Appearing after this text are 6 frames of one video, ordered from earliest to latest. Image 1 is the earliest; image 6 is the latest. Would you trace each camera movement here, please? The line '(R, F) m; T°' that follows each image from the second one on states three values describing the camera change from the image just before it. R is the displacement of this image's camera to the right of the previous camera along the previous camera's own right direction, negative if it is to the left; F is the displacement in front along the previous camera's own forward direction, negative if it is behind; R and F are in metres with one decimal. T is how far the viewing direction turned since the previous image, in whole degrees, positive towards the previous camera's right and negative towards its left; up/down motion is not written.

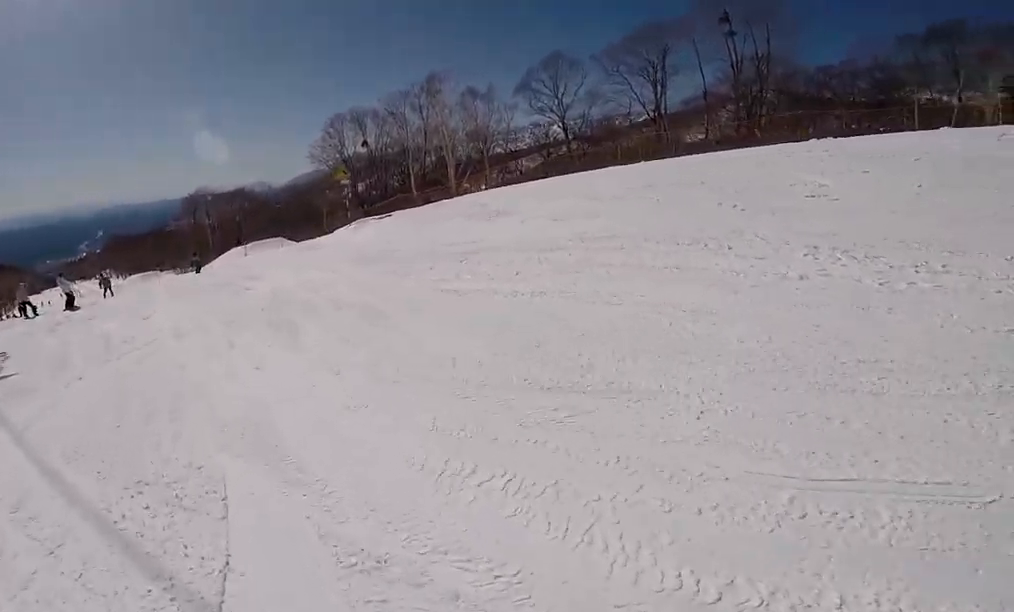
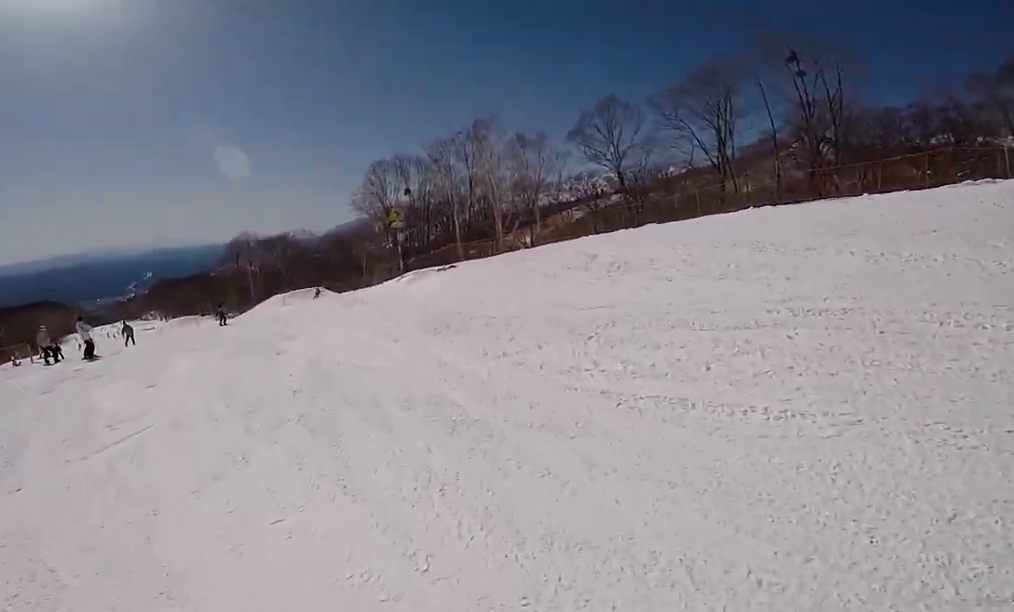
(-0.3, +2.8) m; 0°
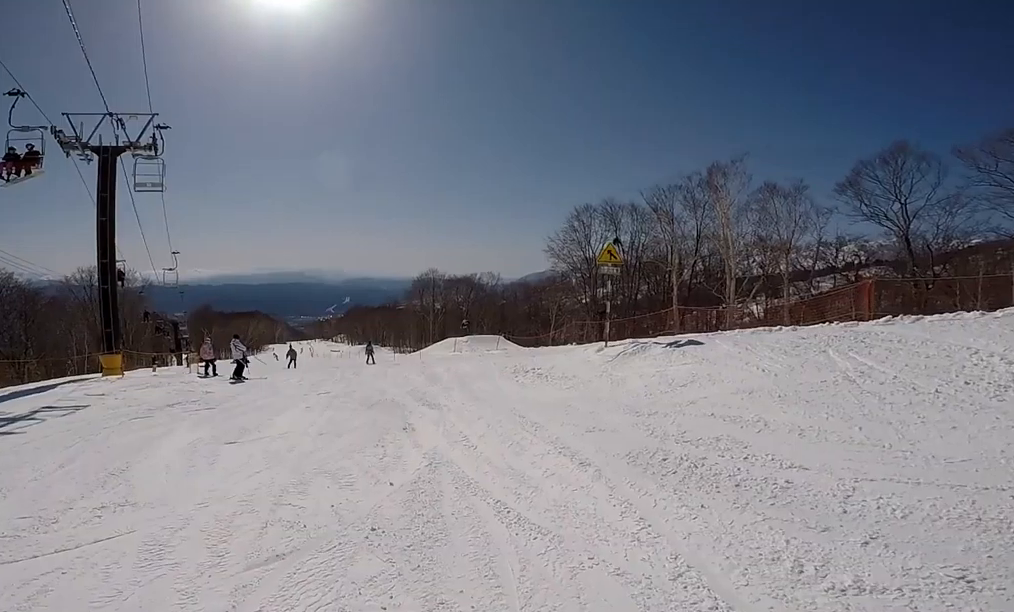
(-0.1, +3.4) m; -2°
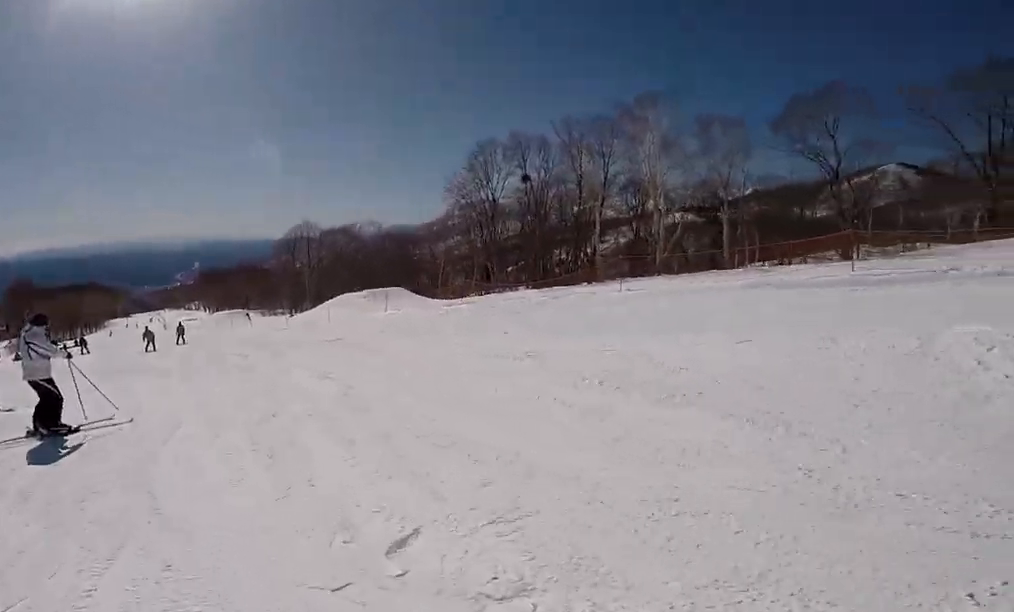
(-1.9, +9.3) m; +6°
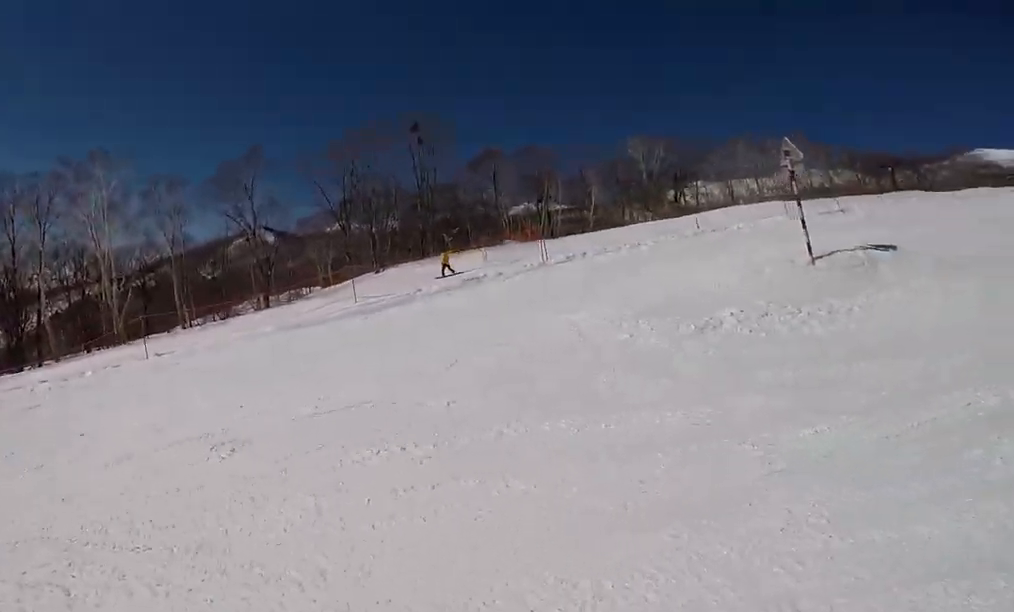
(+1.1, +2.6) m; +18°
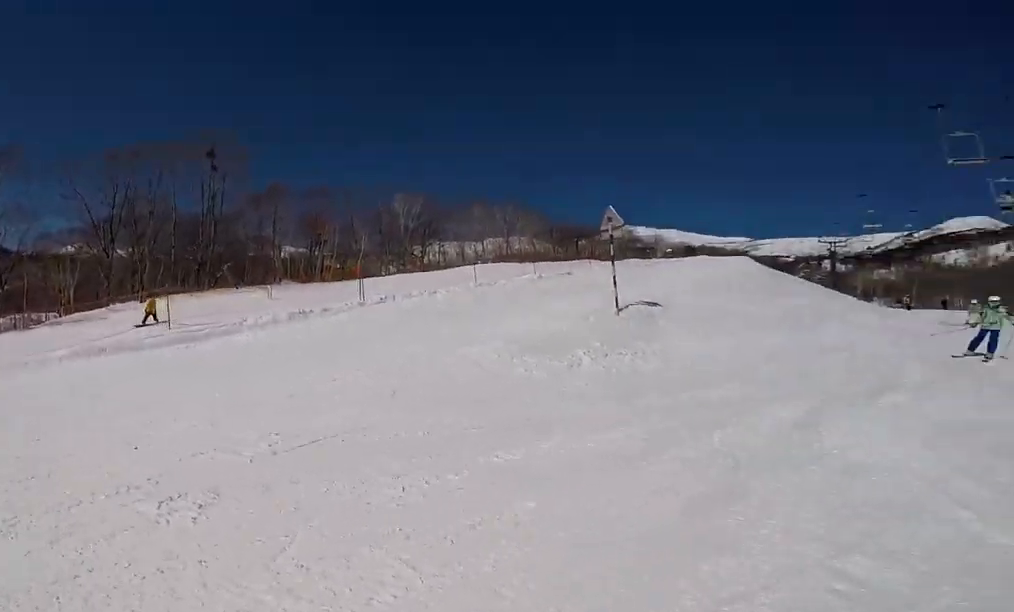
(+0.8, +1.9) m; +4°
